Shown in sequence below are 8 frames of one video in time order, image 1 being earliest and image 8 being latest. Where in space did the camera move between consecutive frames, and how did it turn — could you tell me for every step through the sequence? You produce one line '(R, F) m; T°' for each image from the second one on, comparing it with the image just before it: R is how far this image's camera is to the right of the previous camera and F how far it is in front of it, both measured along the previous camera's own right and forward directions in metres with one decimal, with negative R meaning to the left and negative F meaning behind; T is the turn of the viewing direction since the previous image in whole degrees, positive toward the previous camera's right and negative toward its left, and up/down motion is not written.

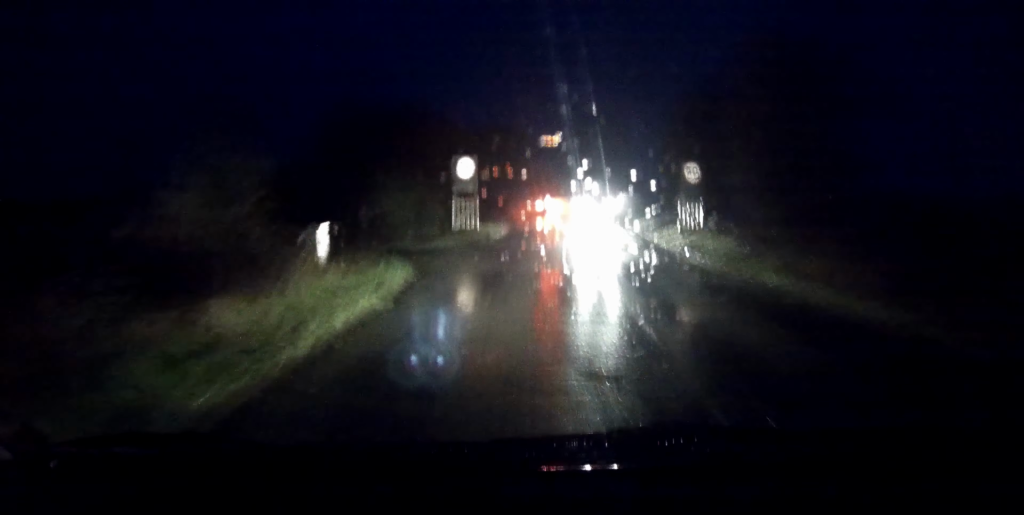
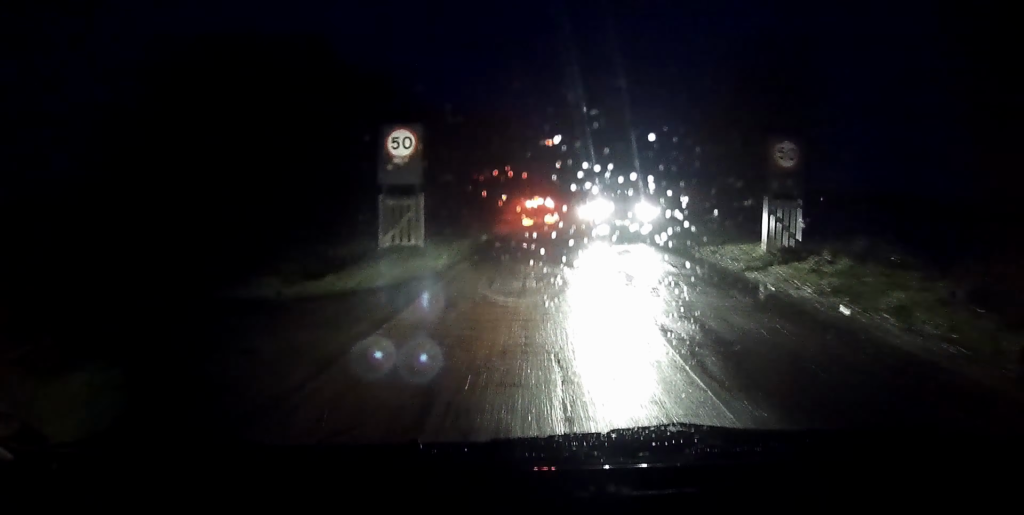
(0.0, +10.5) m; +1°
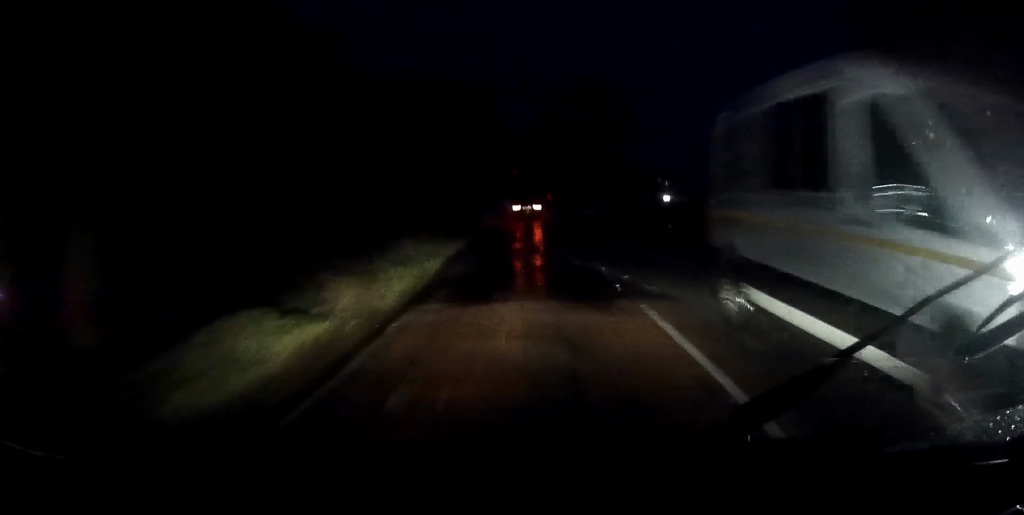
(+0.2, +12.0) m; +2°
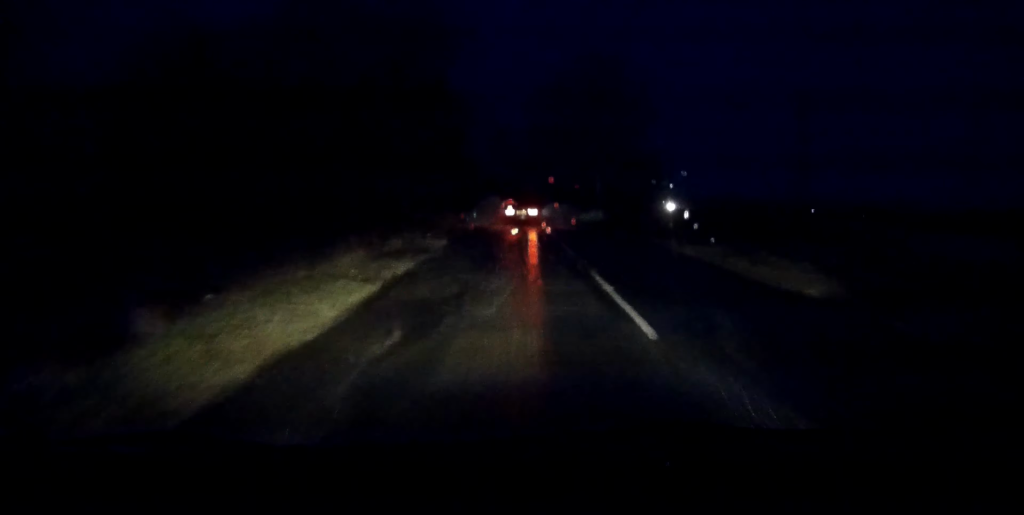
(+0.1, +12.6) m; -1°
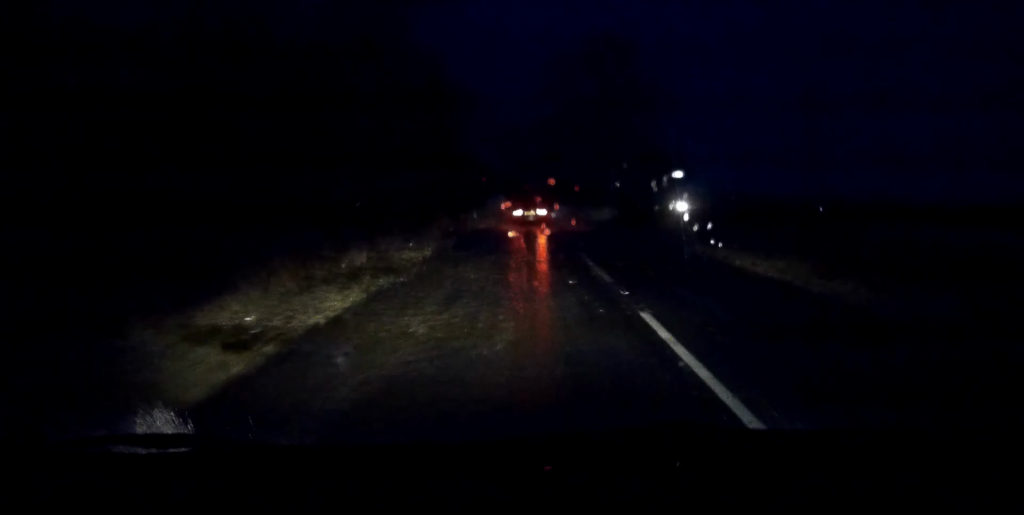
(-0.1, +4.8) m; 0°
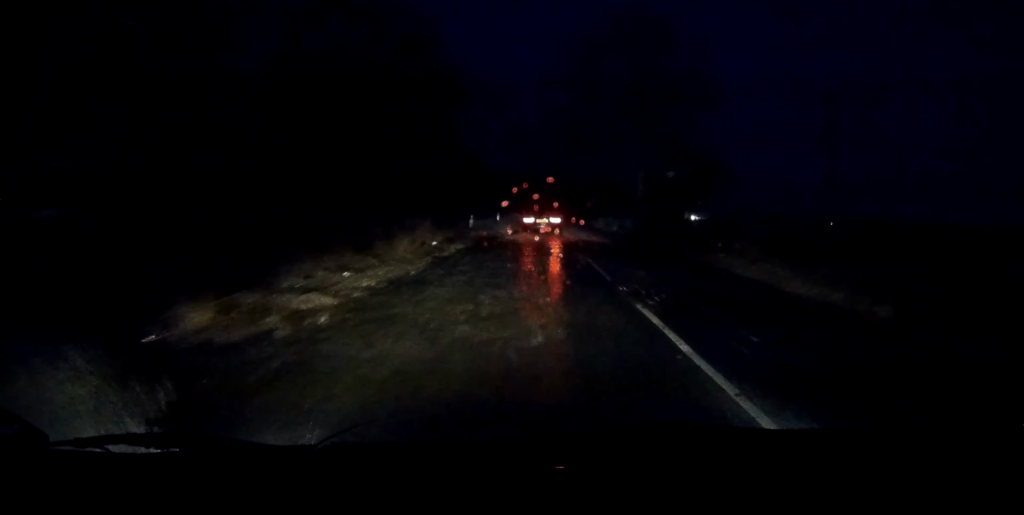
(0.0, +7.8) m; 0°
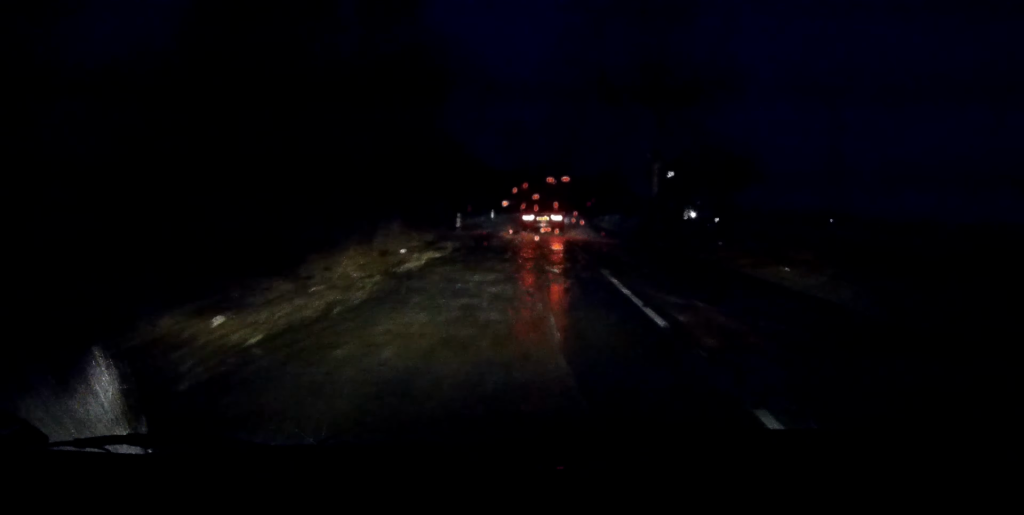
(0.0, +5.1) m; 0°
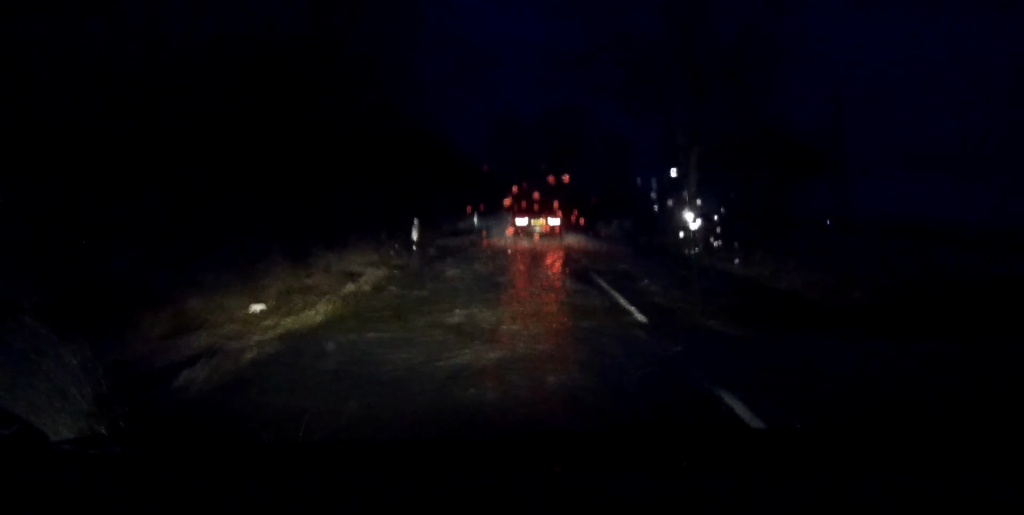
(0.0, +8.6) m; -1°
